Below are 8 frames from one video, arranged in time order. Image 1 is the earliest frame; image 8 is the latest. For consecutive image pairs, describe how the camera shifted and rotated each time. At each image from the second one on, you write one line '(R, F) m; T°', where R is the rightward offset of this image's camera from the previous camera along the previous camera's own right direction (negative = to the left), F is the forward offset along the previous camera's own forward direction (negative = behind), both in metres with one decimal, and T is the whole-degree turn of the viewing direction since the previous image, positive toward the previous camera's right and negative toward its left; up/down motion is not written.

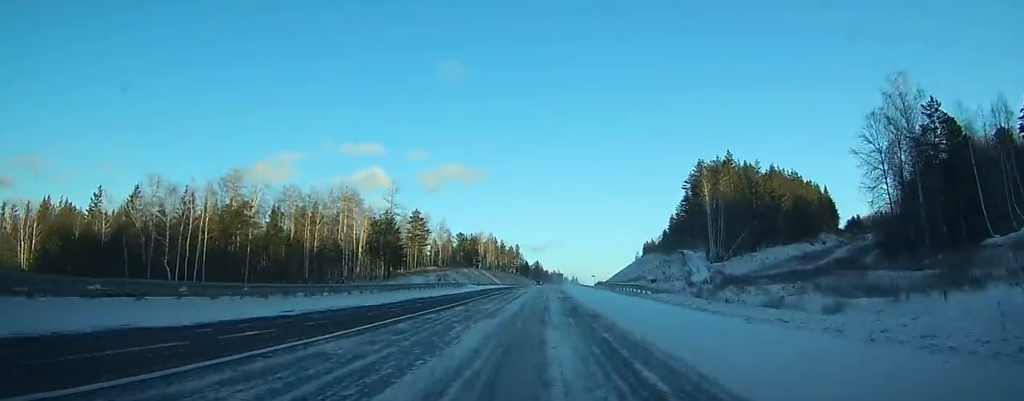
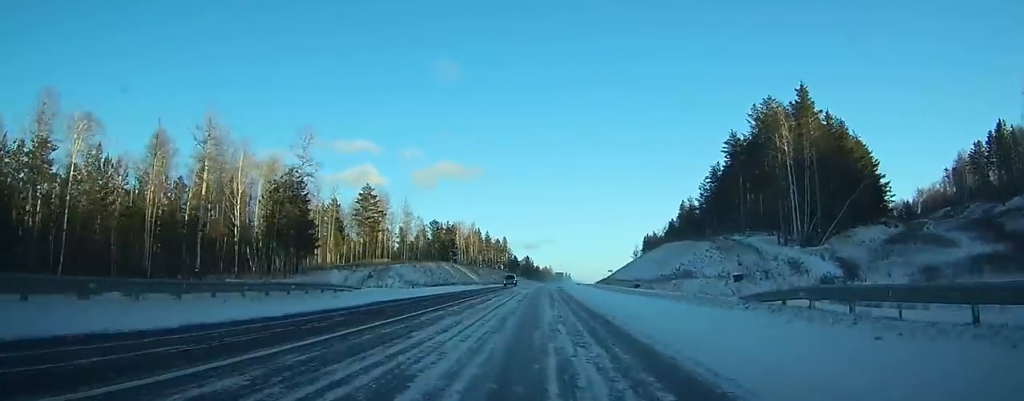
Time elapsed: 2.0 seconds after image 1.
(+0.1, +44.0) m; 0°
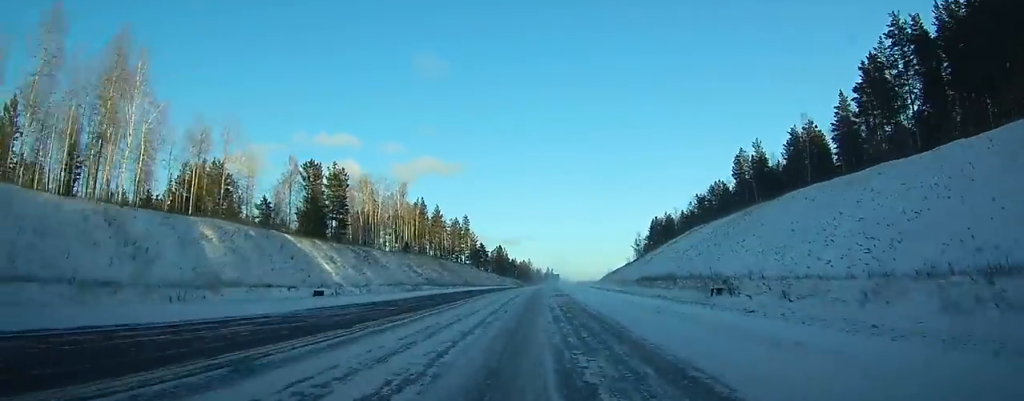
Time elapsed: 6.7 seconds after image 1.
(+1.6, +104.0) m; +2°
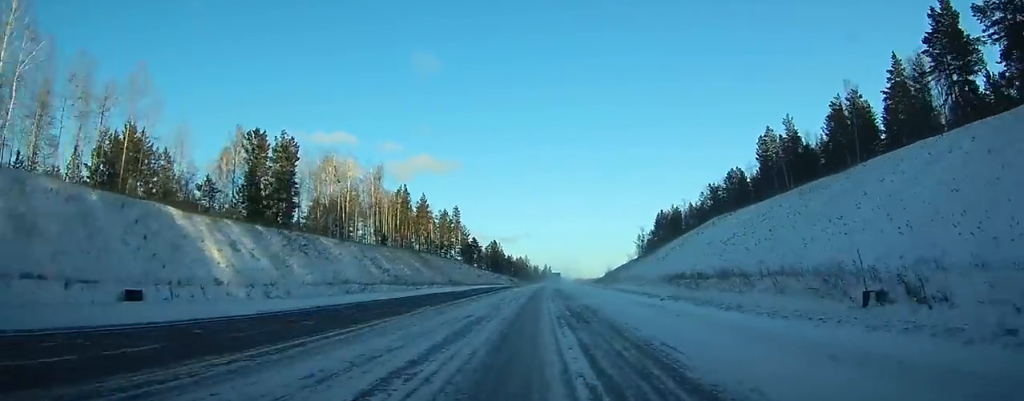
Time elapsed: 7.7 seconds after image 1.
(+0.1, +22.9) m; 0°
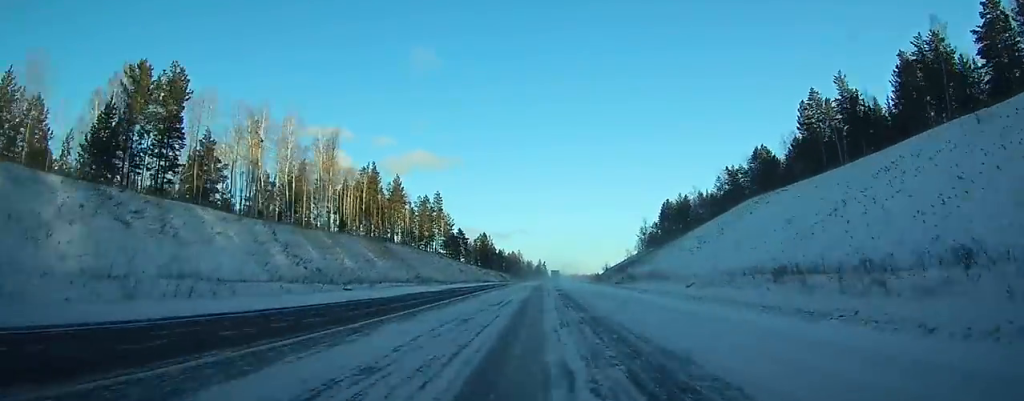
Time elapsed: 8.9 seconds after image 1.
(+0.1, +29.1) m; +1°
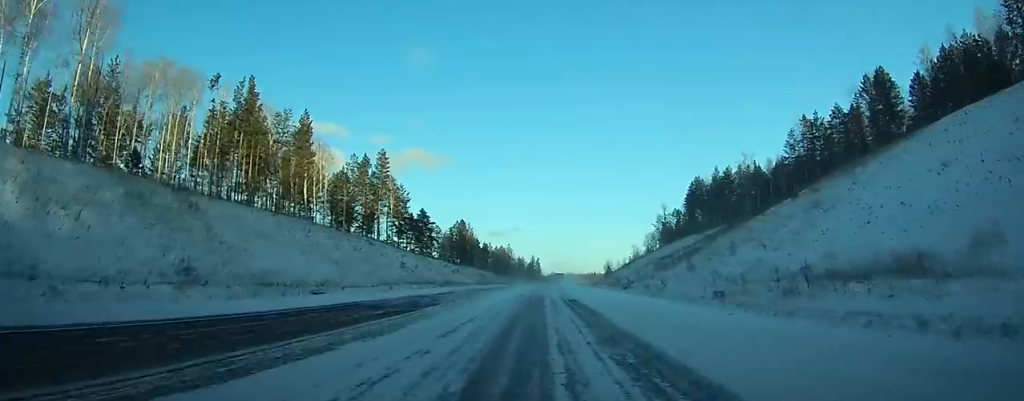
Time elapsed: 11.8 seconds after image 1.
(+0.7, +67.1) m; +1°
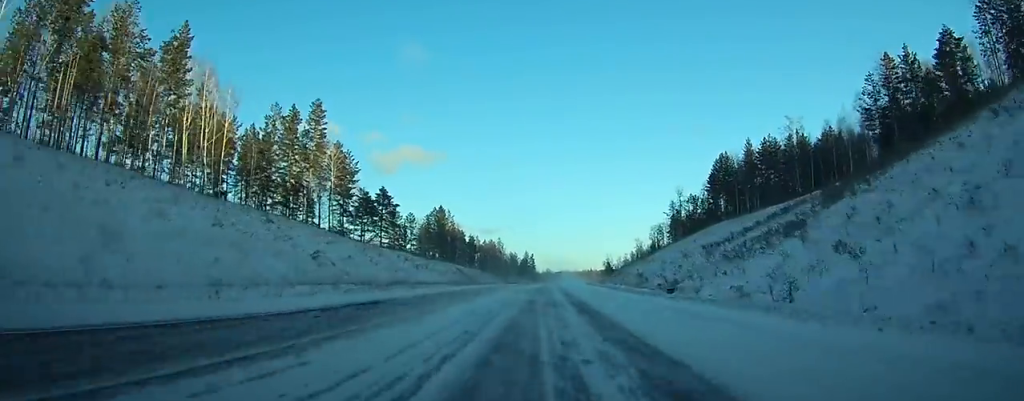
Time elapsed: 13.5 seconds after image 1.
(+0.1, +39.5) m; +1°
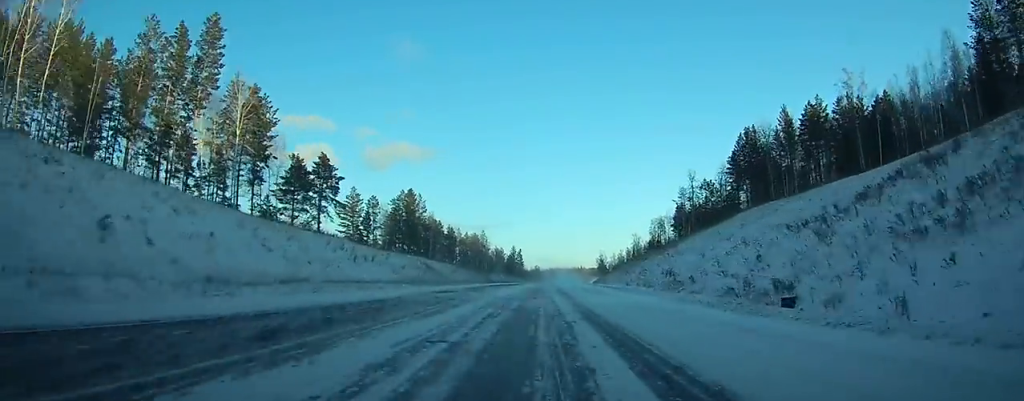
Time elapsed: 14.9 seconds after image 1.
(+0.1, +33.4) m; +1°
